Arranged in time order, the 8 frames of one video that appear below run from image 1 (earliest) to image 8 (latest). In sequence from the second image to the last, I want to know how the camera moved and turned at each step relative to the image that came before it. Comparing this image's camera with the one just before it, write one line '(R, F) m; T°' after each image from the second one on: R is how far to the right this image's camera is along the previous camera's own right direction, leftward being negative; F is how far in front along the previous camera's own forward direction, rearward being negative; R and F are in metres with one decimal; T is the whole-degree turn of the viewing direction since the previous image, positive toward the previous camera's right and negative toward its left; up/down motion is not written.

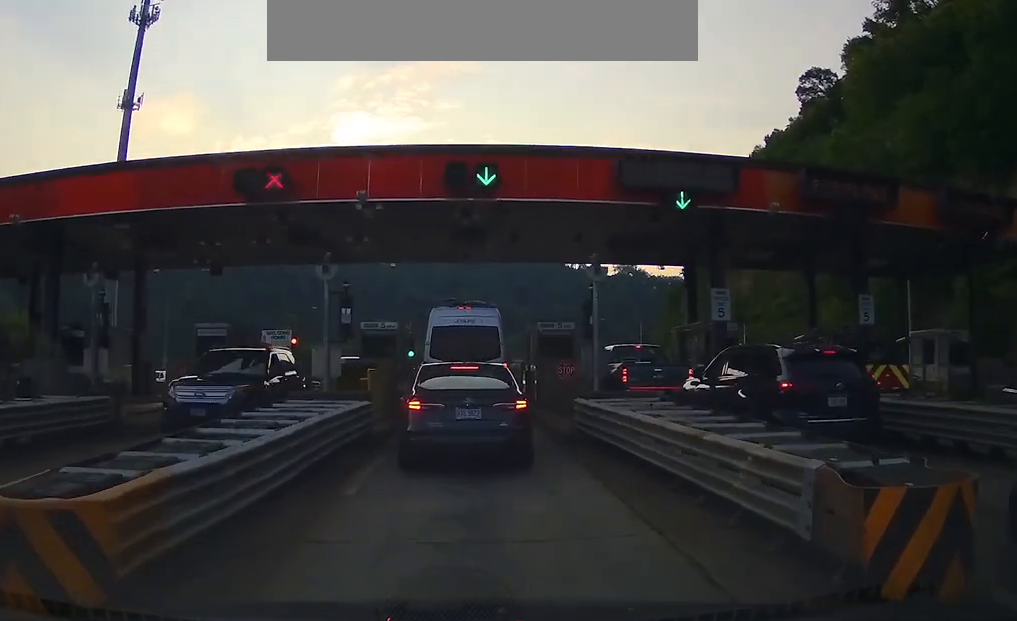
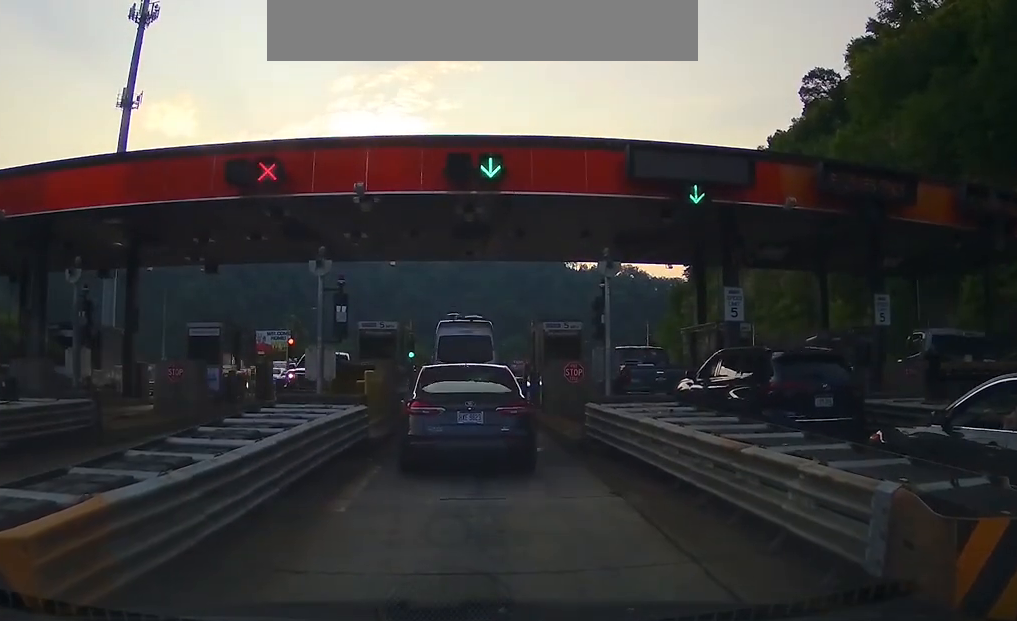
(+0.5, +5.0) m; +13°
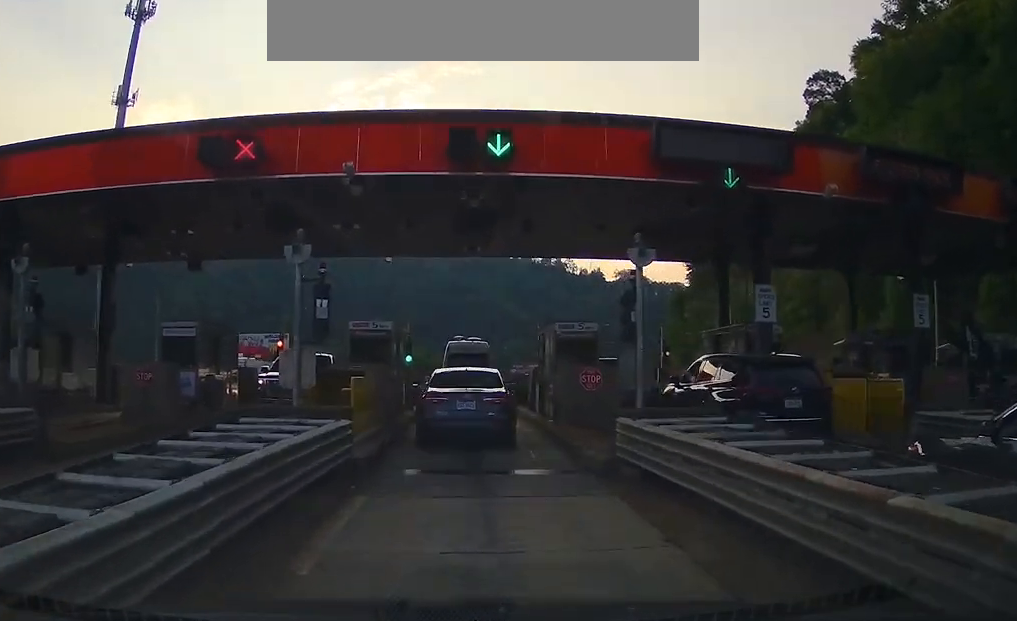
(+0.5, +3.5) m; +1°
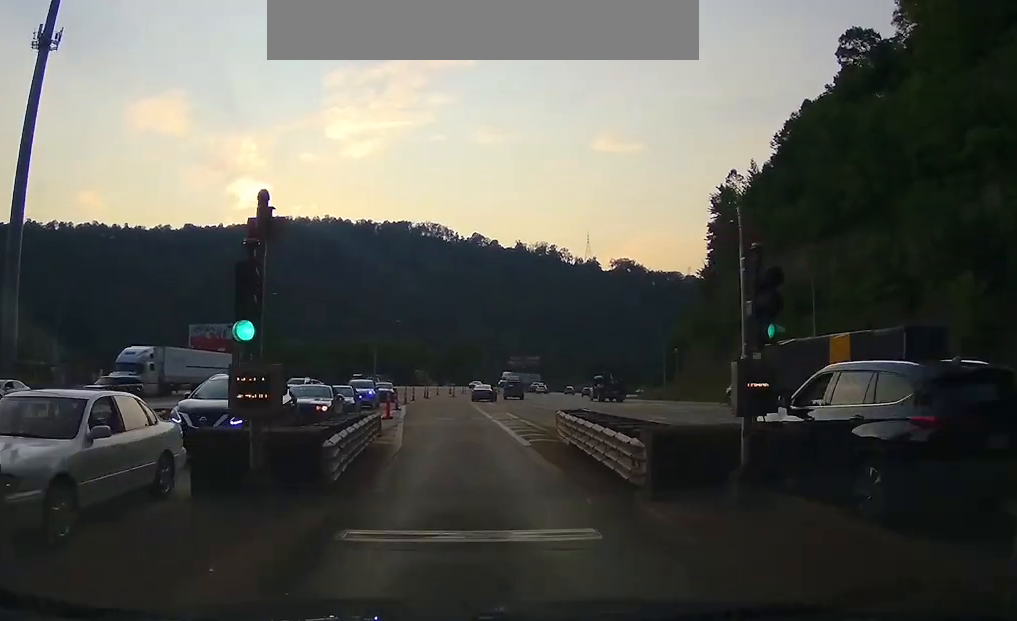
(+1.4, +38.2) m; +2°
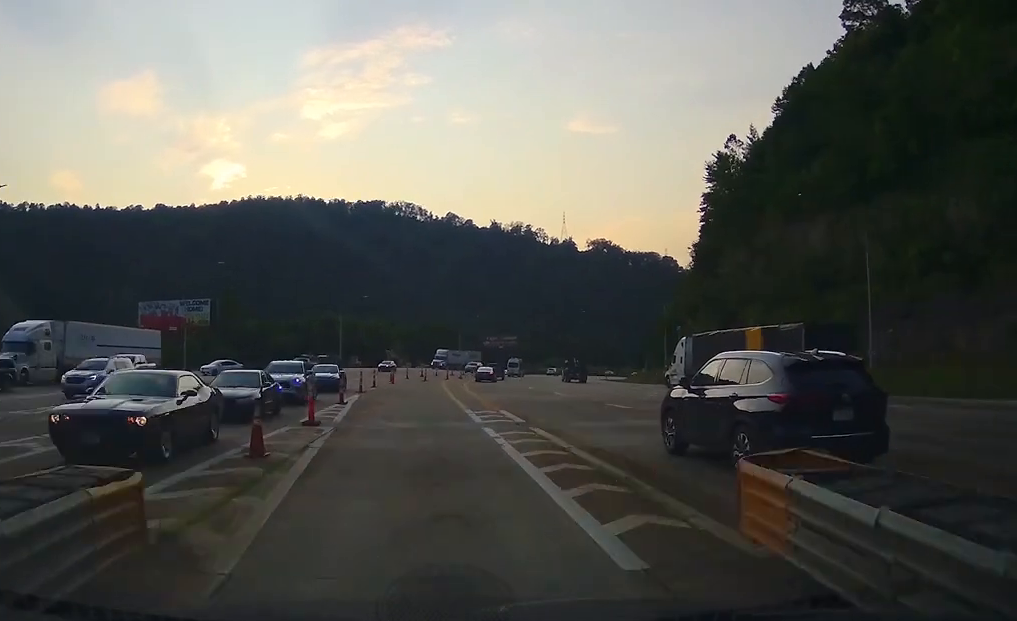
(-0.1, +17.0) m; 0°
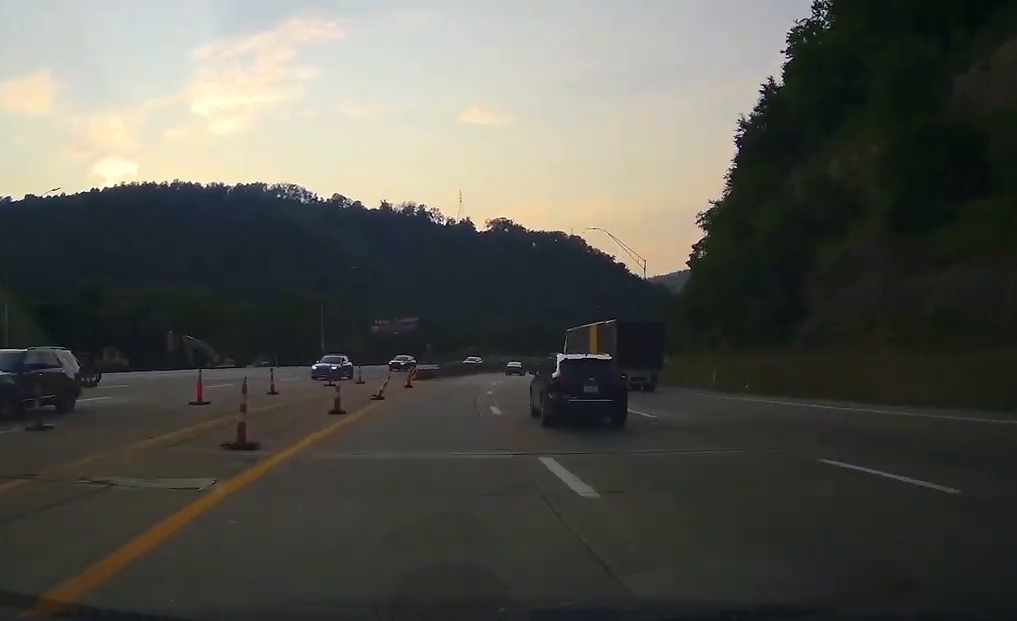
(+2.1, +85.7) m; +9°
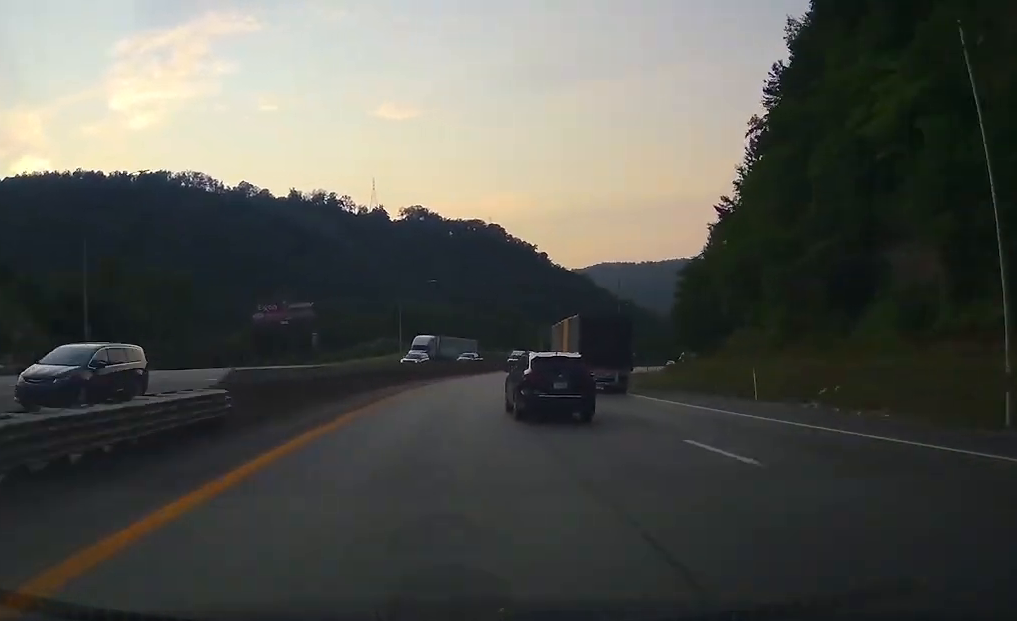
(+3.5, +48.8) m; +8°
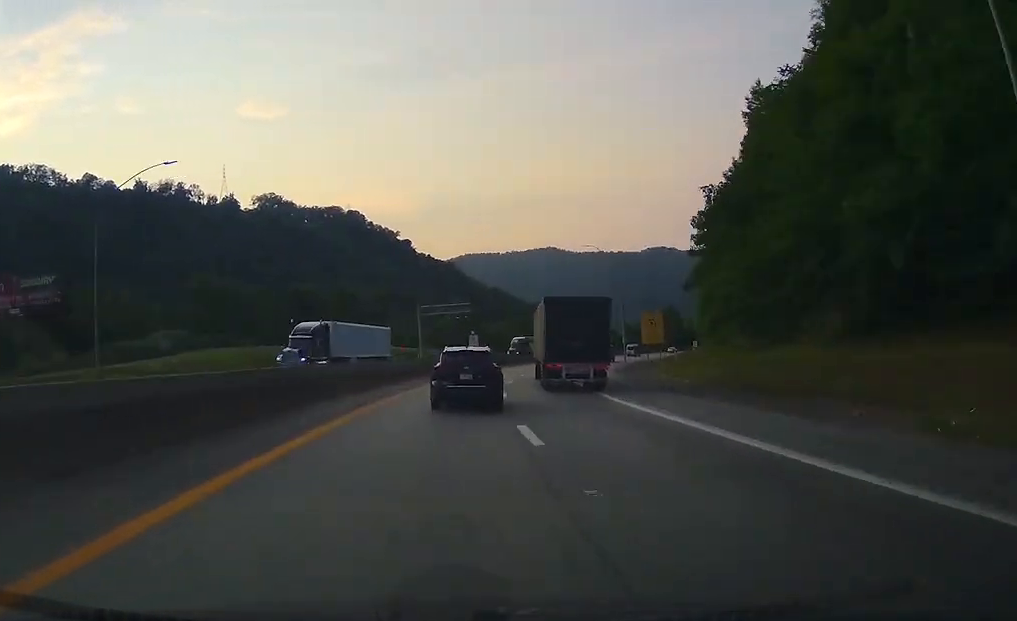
(+4.9, +62.0) m; +11°
